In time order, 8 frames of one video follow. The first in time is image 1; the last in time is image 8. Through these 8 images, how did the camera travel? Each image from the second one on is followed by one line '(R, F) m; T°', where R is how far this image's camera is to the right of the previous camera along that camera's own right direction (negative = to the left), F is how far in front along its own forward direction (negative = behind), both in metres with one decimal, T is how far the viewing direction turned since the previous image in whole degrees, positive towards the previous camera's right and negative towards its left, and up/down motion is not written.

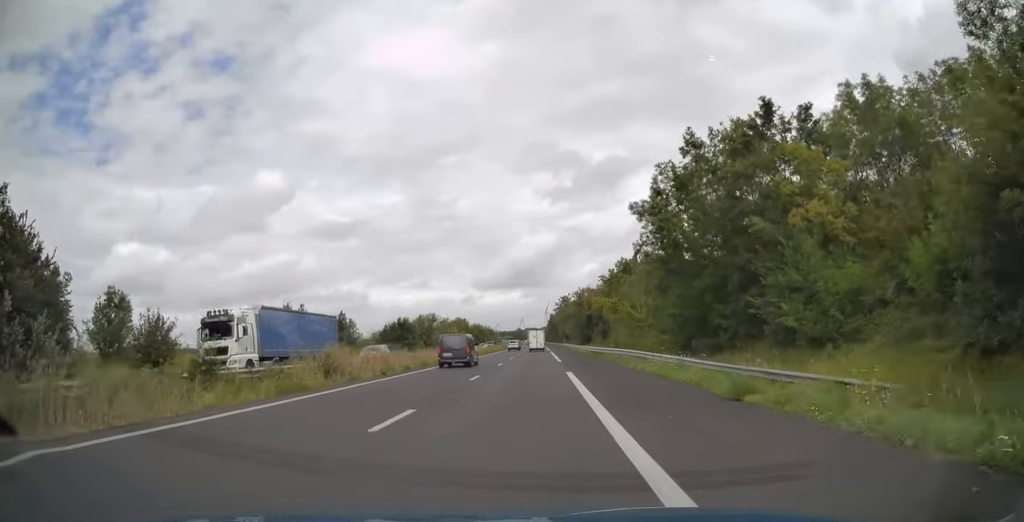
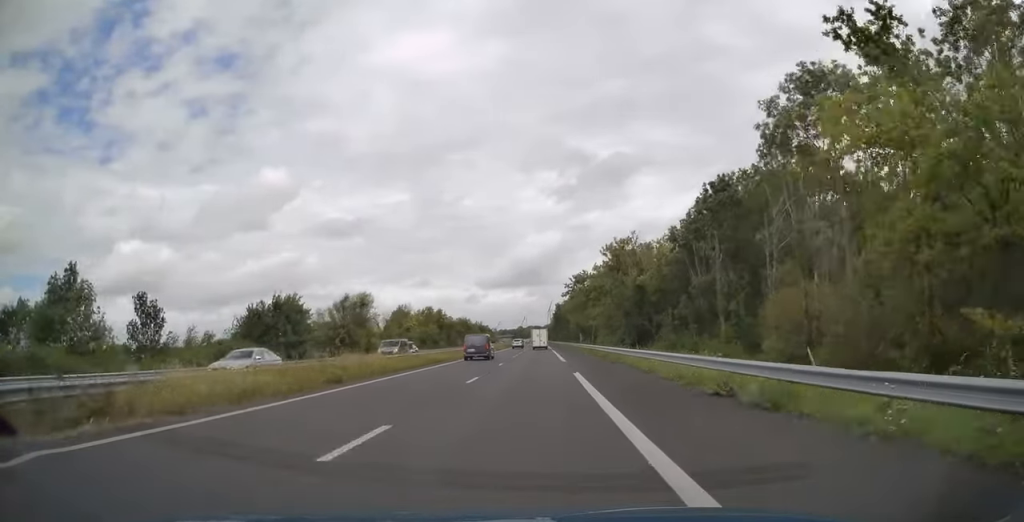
(-0.3, +54.0) m; 0°
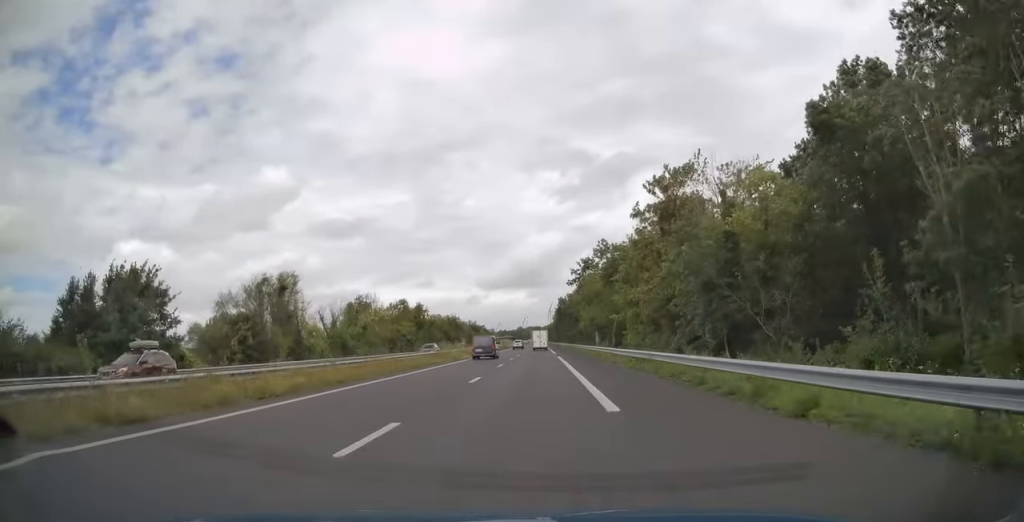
(0.0, +25.7) m; 0°
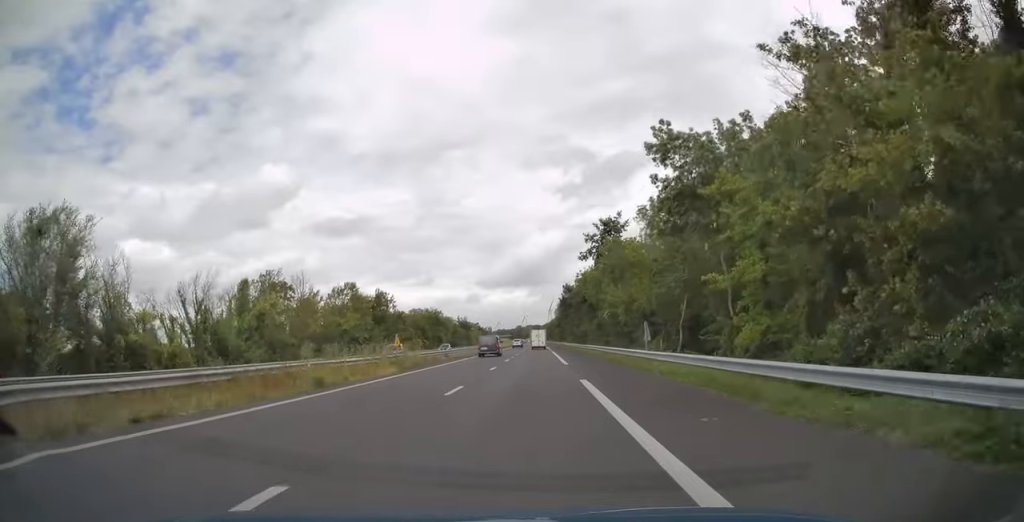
(-0.1, +30.7) m; 0°
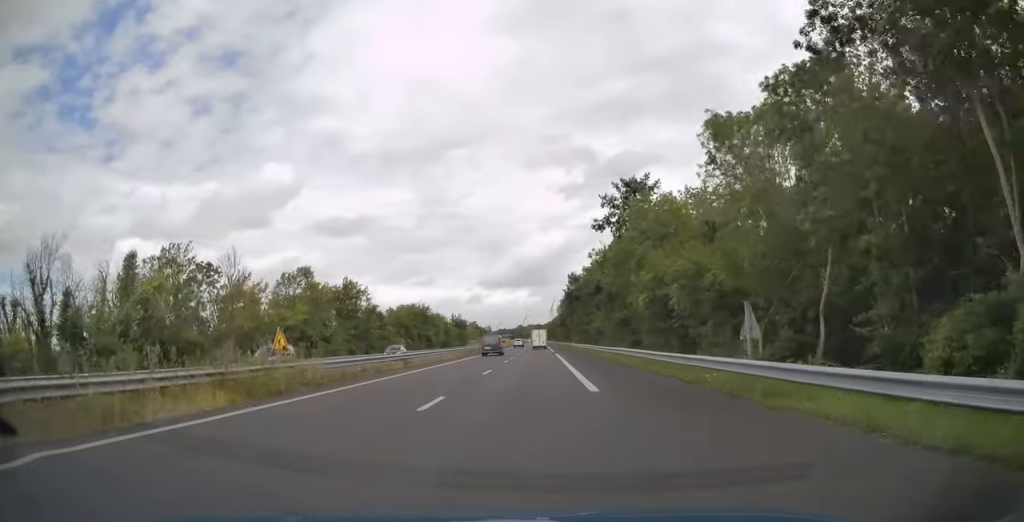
(0.0, +16.7) m; 0°
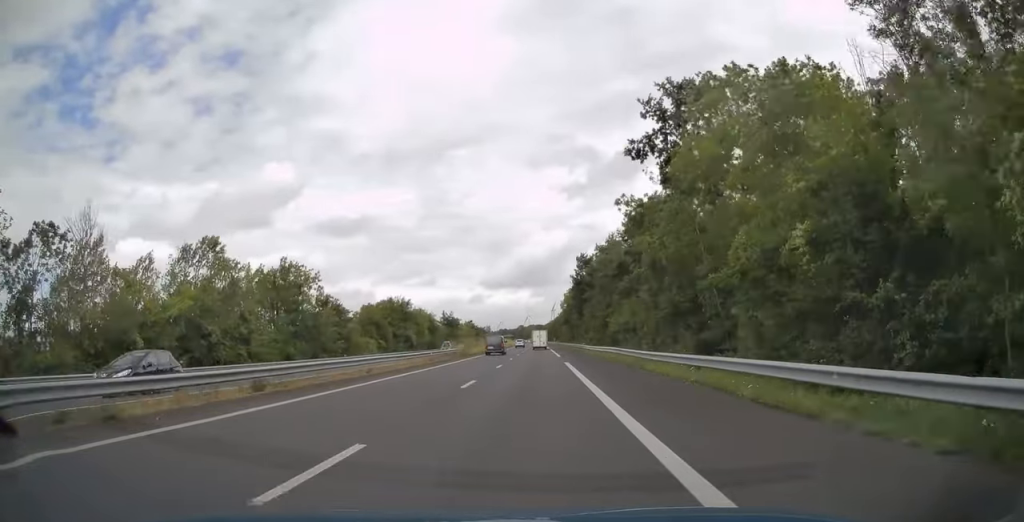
(0.0, +19.9) m; 0°
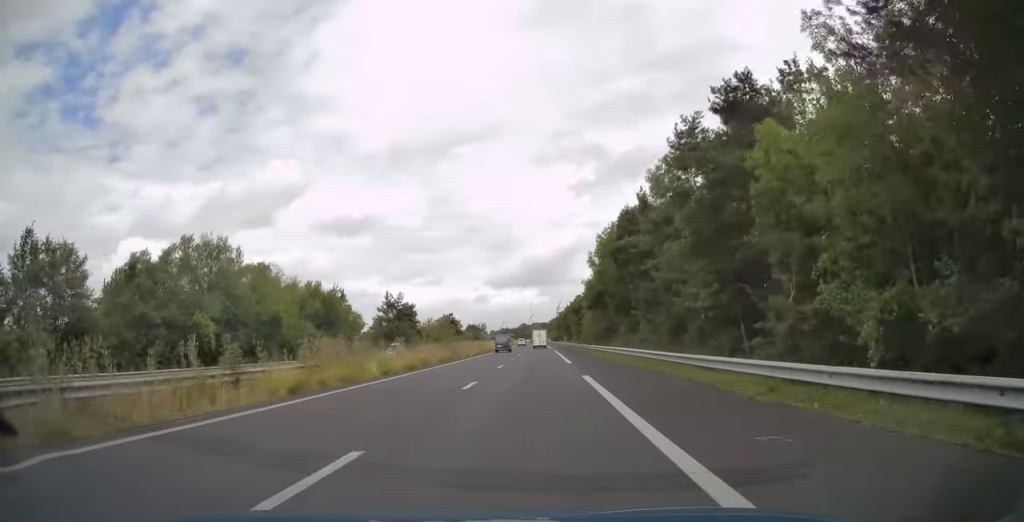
(-0.2, +65.3) m; 0°
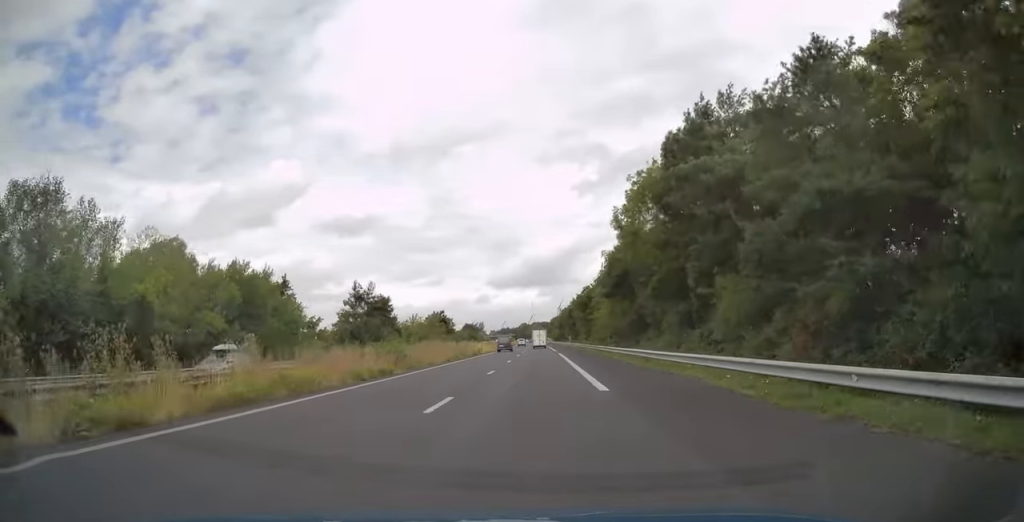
(-0.1, +18.8) m; 0°
